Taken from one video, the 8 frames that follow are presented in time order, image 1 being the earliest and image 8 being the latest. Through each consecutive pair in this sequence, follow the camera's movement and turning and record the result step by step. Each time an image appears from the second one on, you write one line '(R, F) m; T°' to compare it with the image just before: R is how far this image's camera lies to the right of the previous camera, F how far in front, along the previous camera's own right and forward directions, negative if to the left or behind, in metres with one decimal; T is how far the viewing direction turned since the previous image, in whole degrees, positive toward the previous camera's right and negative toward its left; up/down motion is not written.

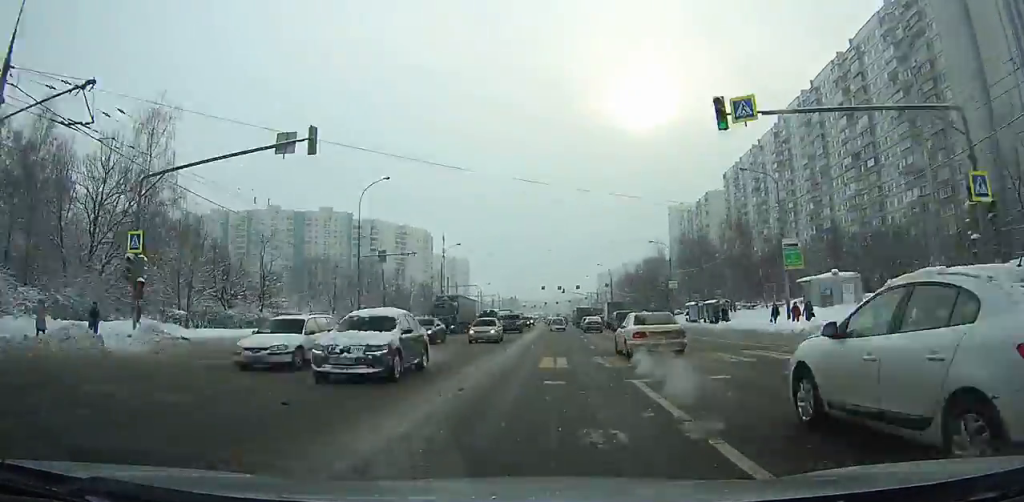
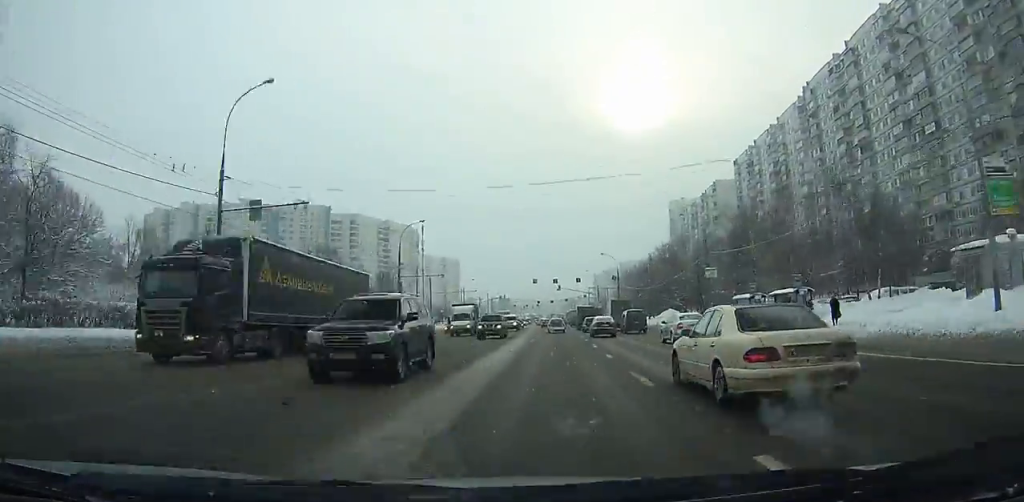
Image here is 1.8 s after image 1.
(+0.2, +21.8) m; 0°
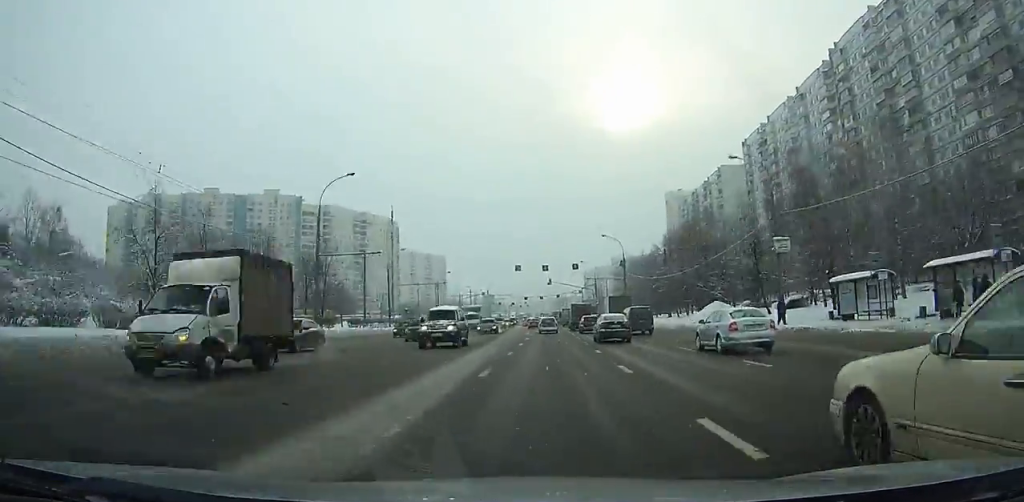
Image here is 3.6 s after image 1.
(0.0, +20.6) m; 0°
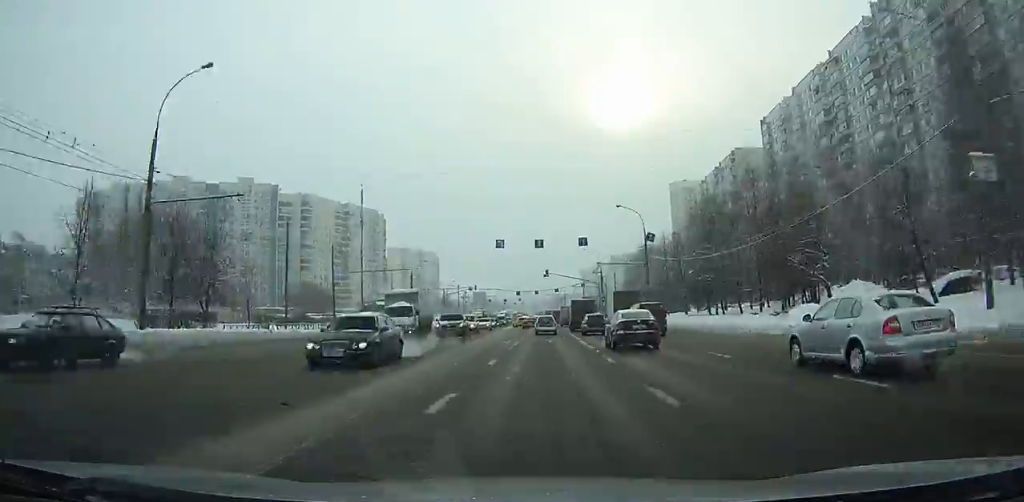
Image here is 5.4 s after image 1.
(0.0, +19.1) m; 0°
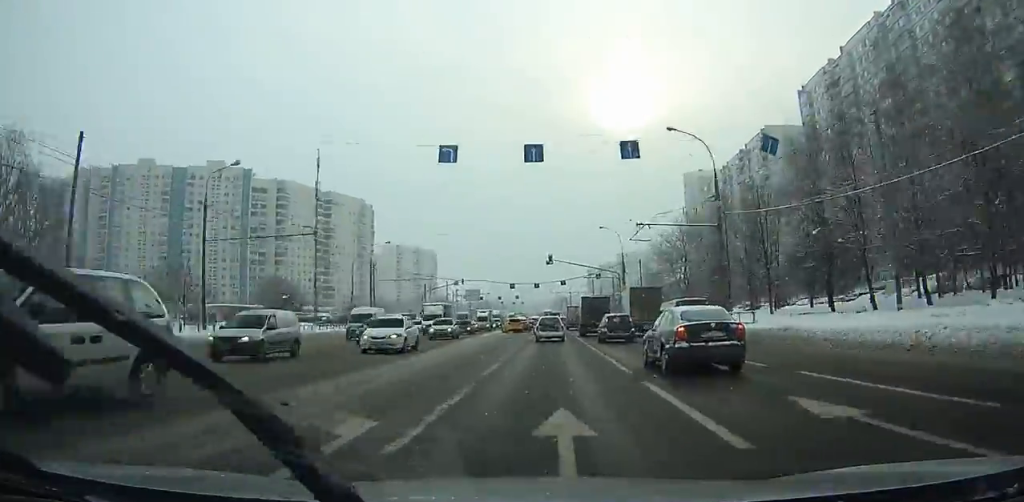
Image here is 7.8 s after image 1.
(0.0, +23.2) m; 0°
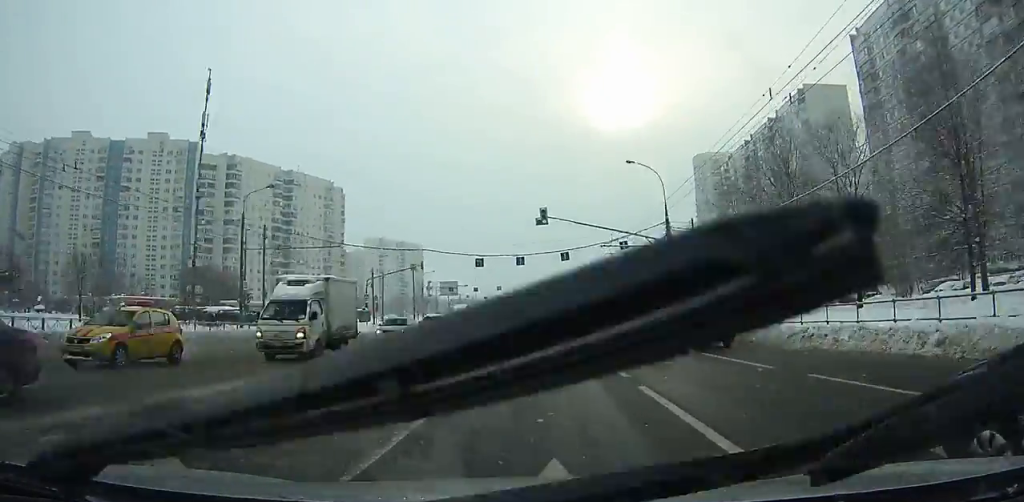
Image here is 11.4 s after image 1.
(+0.2, +27.5) m; 0°
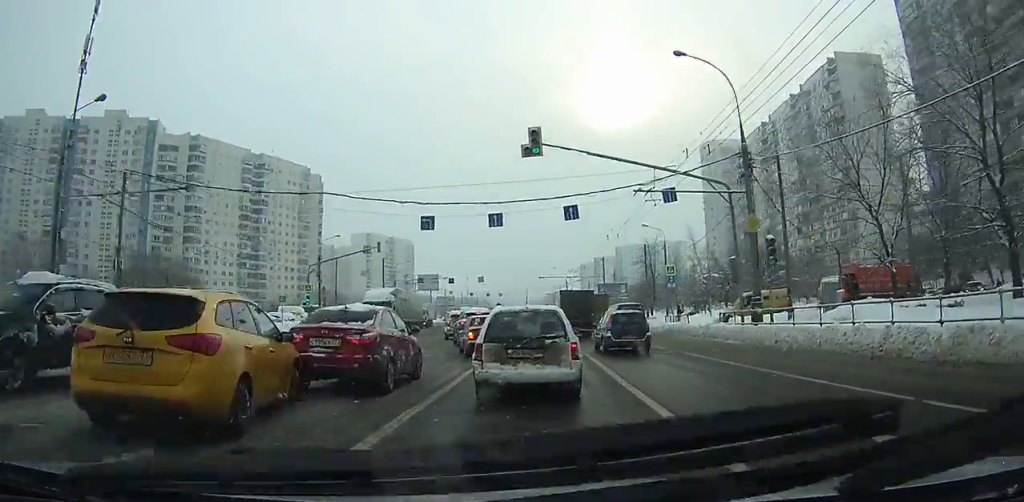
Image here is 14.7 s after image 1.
(-0.1, +19.7) m; 0°
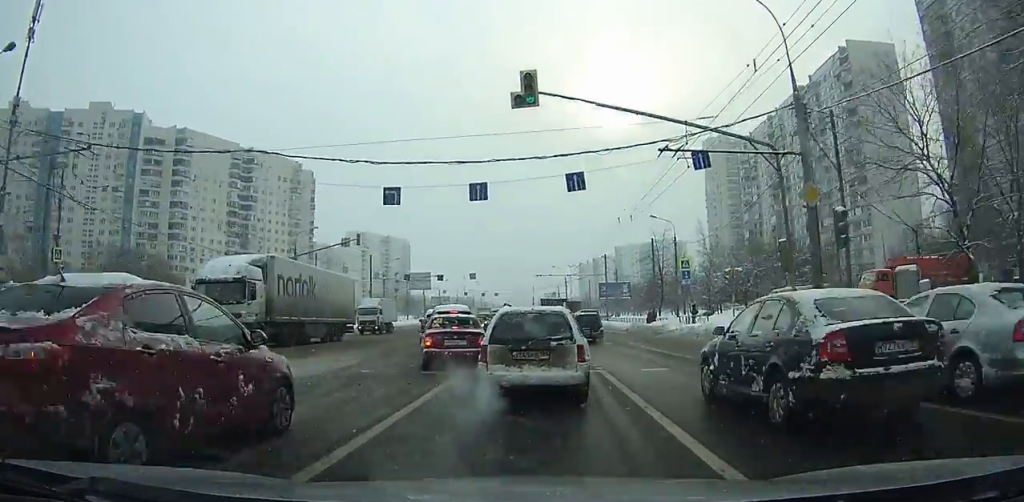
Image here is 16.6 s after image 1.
(-0.1, +10.4) m; 0°
